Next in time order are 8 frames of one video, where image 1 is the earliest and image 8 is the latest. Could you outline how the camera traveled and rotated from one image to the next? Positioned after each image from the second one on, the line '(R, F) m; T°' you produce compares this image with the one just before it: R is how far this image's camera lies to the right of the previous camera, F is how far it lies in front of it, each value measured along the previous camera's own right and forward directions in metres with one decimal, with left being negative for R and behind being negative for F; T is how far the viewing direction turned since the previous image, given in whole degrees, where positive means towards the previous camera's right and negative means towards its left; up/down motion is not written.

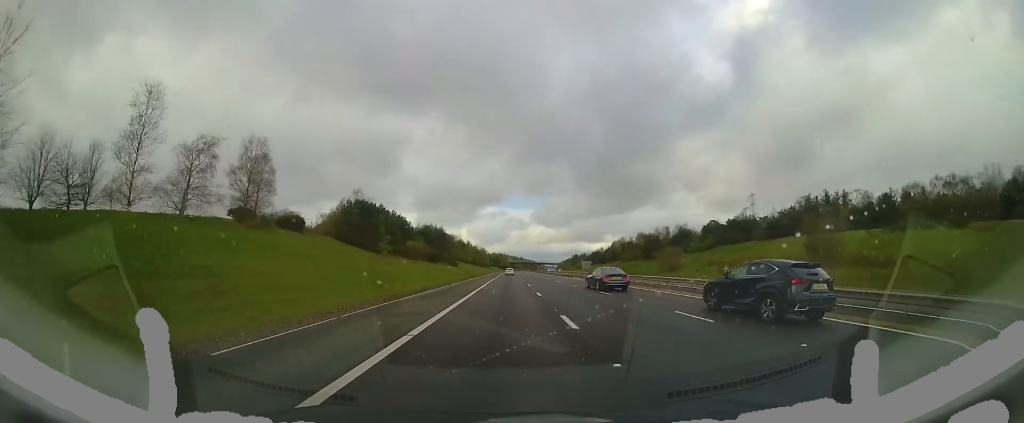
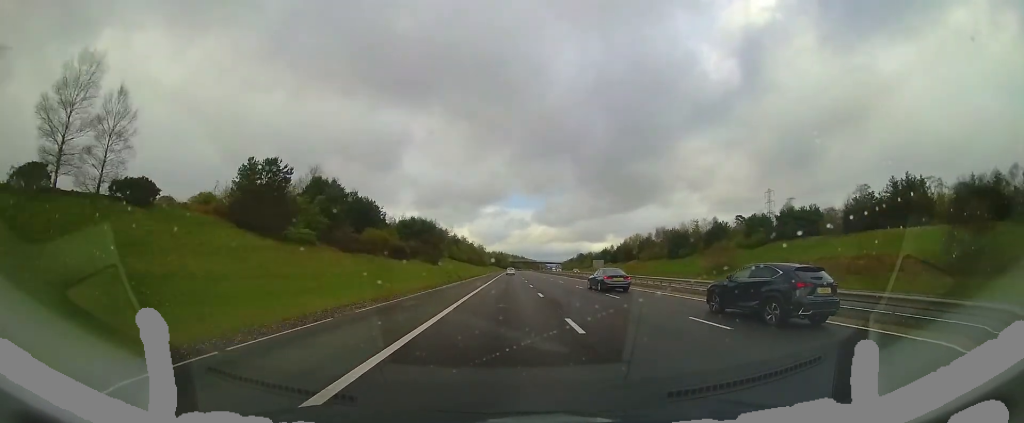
(-0.1, +18.5) m; 0°
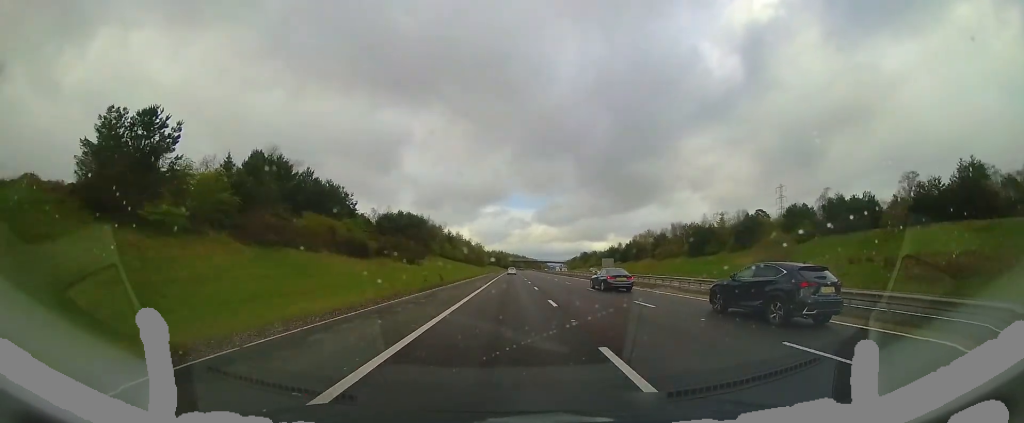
(-0.1, +12.3) m; 0°
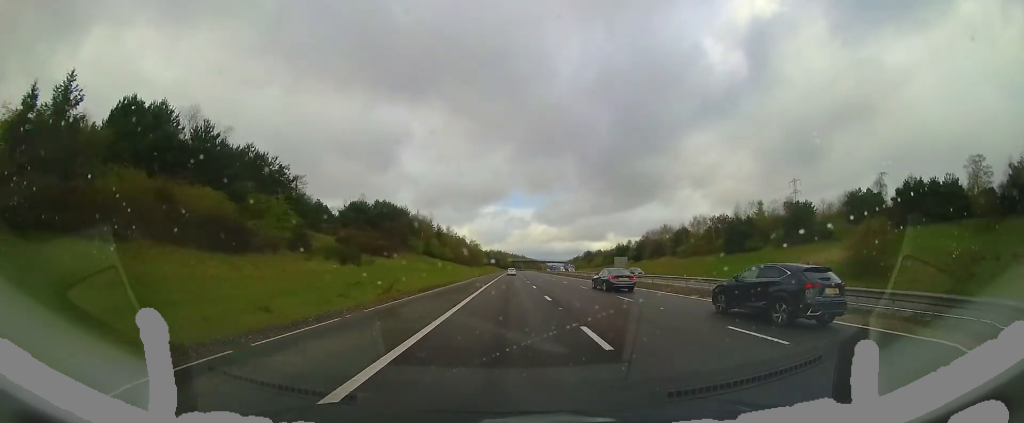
(0.0, +15.3) m; 0°
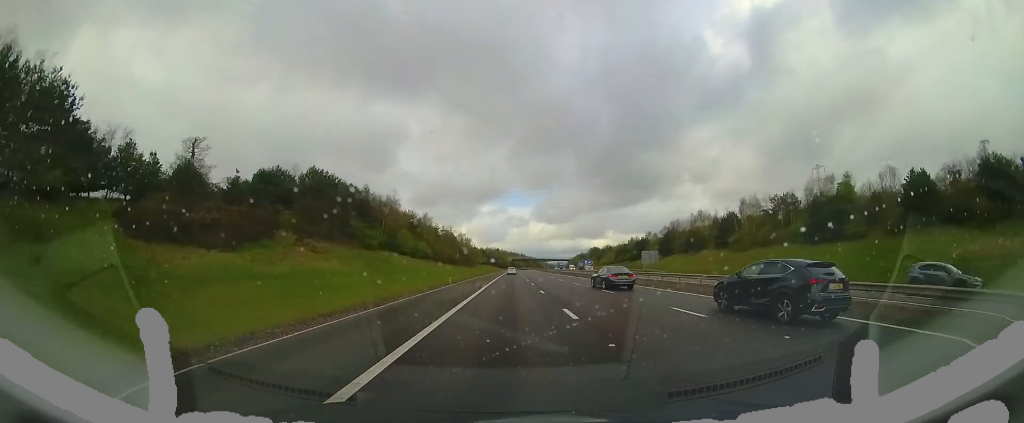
(+0.2, +23.3) m; +1°
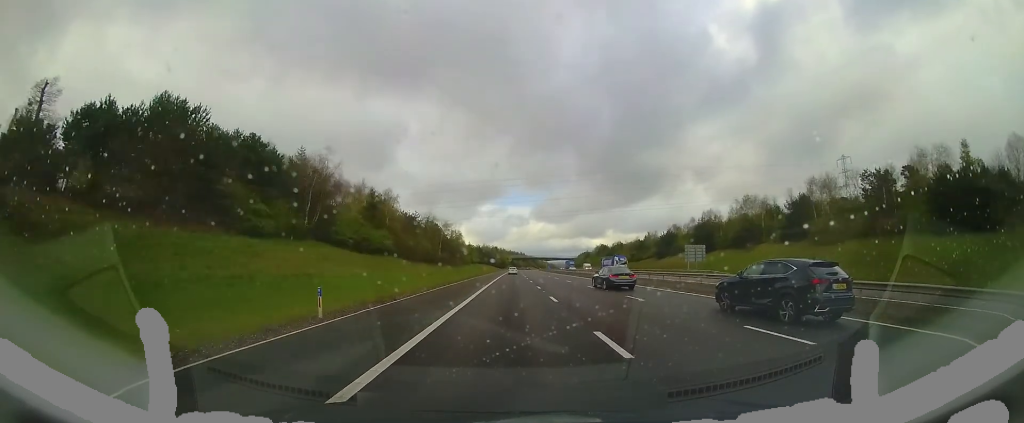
(+0.1, +21.4) m; 0°
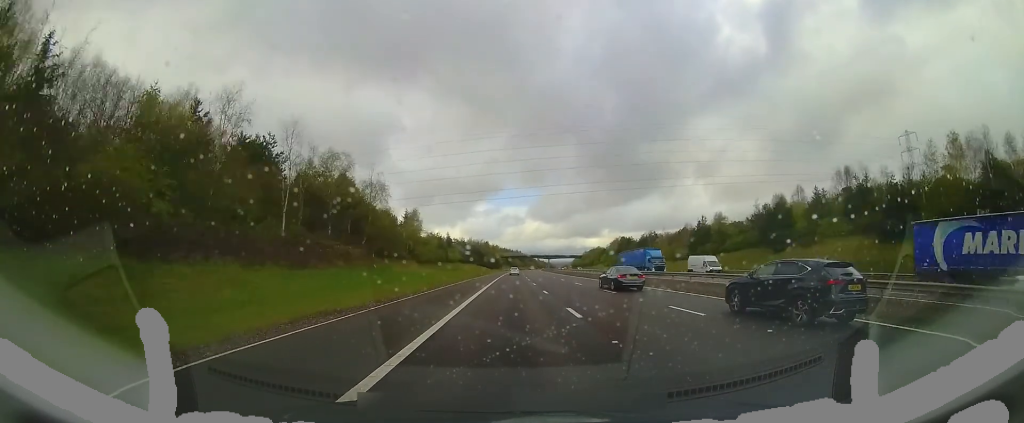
(0.0, +48.6) m; 0°
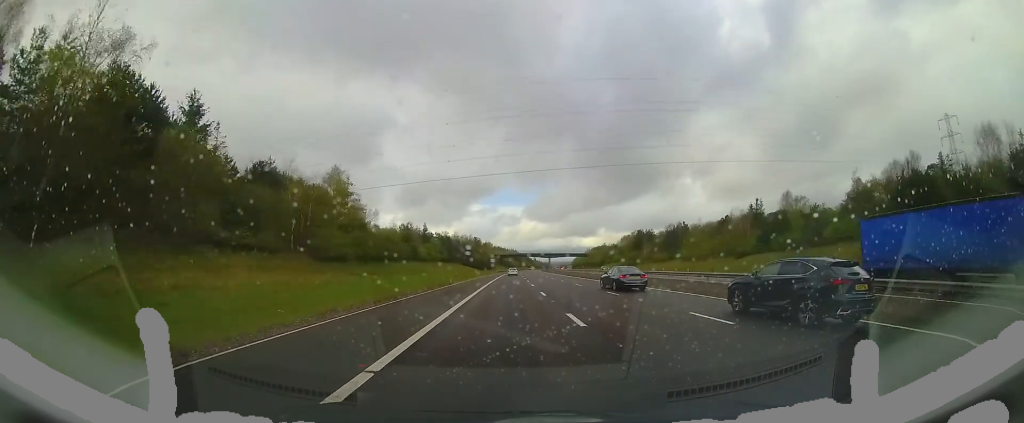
(+0.1, +28.3) m; 0°
